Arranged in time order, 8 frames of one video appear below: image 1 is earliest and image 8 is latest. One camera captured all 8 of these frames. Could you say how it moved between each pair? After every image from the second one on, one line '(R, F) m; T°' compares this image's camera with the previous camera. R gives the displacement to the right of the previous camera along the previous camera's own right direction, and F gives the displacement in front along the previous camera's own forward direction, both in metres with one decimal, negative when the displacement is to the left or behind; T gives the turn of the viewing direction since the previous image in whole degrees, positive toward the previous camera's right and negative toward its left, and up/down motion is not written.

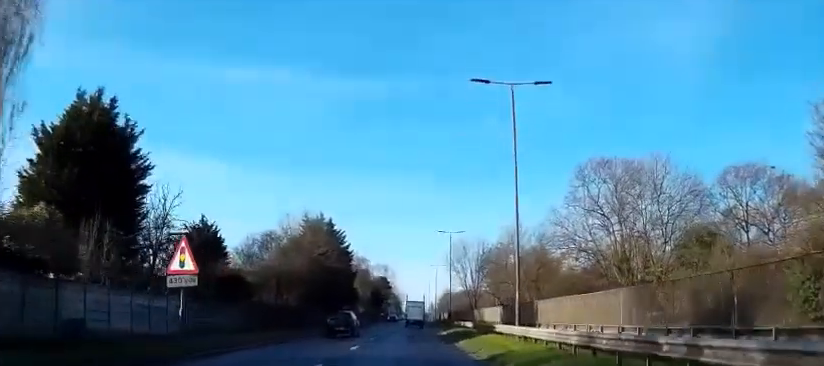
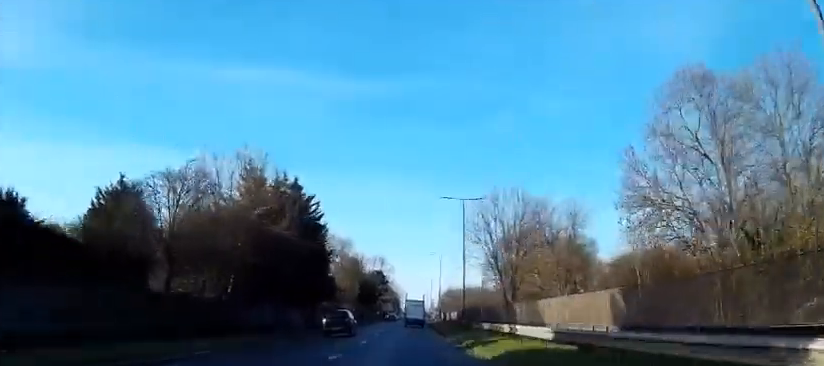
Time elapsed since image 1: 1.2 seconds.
(+0.1, +23.8) m; 0°
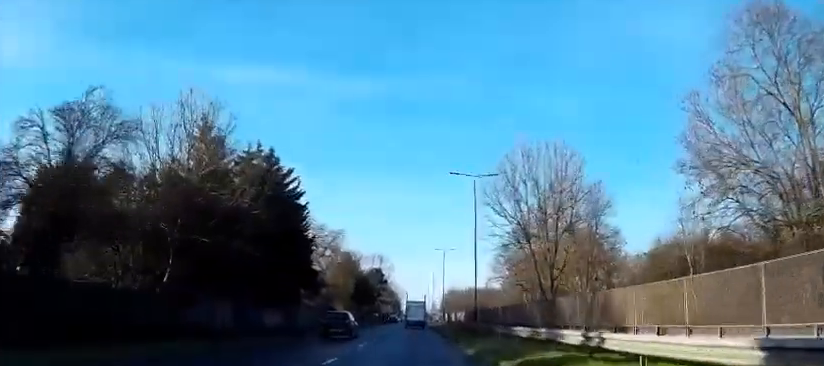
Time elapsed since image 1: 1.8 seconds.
(0.0, +10.3) m; 0°
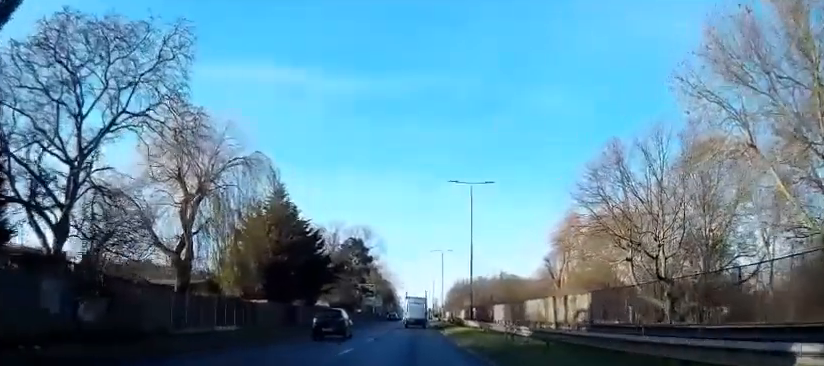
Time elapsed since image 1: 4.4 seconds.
(0.0, +50.1) m; 0°
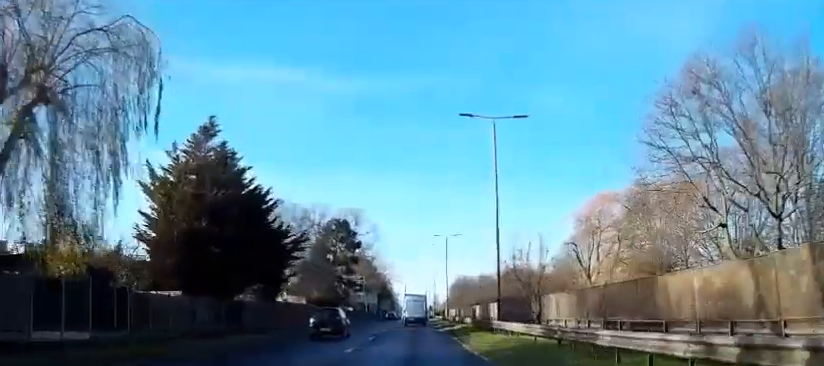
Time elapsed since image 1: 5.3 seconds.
(+0.1, +16.8) m; 0°
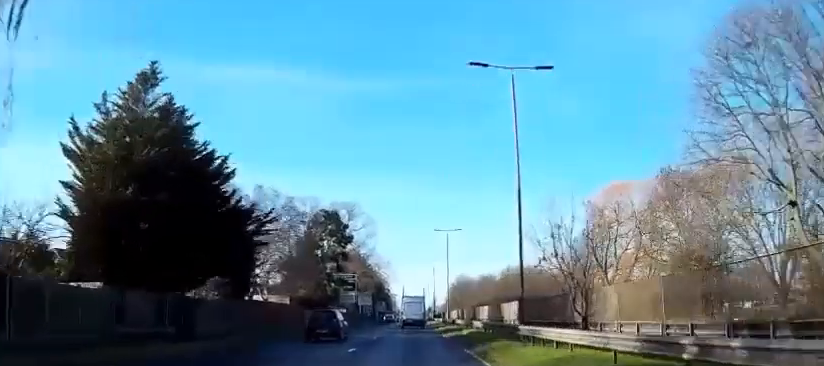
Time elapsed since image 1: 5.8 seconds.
(0.0, +7.7) m; 0°
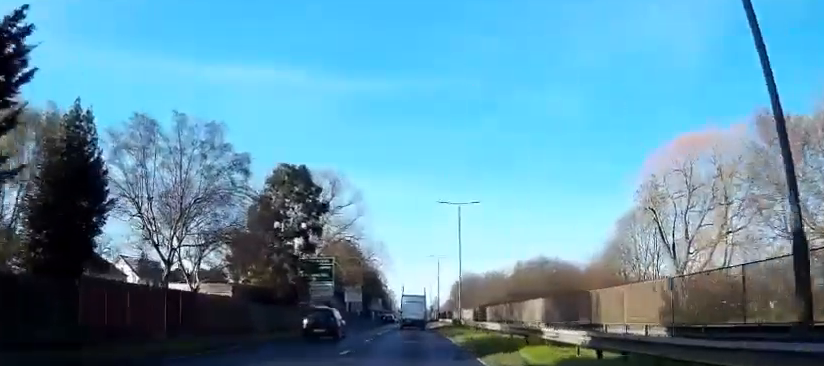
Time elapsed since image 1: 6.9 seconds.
(0.0, +19.5) m; 0°
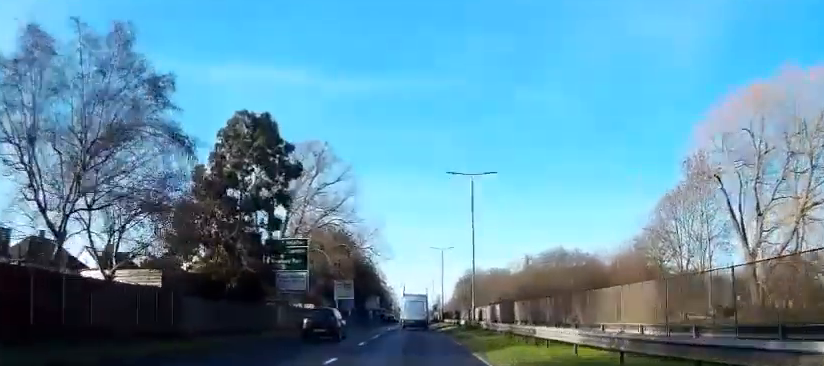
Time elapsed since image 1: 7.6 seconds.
(0.0, +12.2) m; 0°
